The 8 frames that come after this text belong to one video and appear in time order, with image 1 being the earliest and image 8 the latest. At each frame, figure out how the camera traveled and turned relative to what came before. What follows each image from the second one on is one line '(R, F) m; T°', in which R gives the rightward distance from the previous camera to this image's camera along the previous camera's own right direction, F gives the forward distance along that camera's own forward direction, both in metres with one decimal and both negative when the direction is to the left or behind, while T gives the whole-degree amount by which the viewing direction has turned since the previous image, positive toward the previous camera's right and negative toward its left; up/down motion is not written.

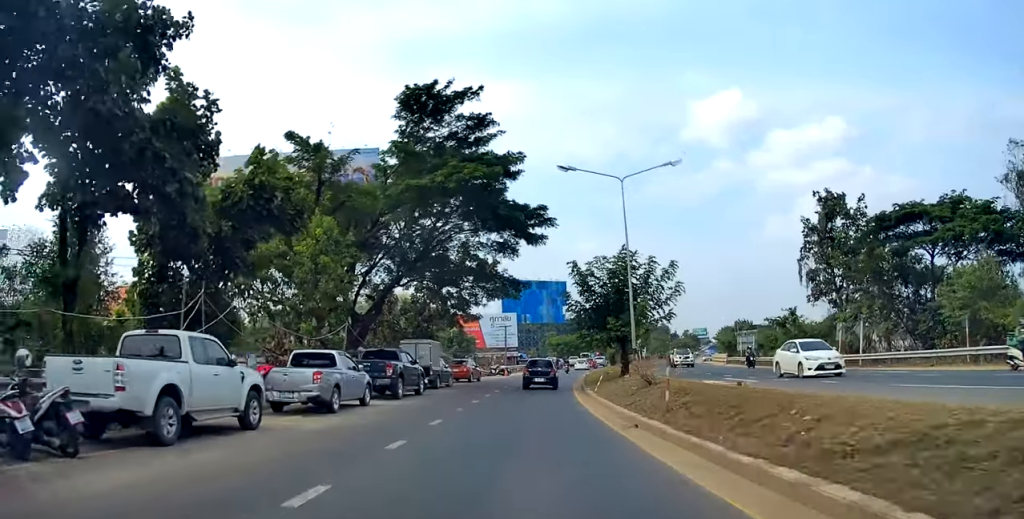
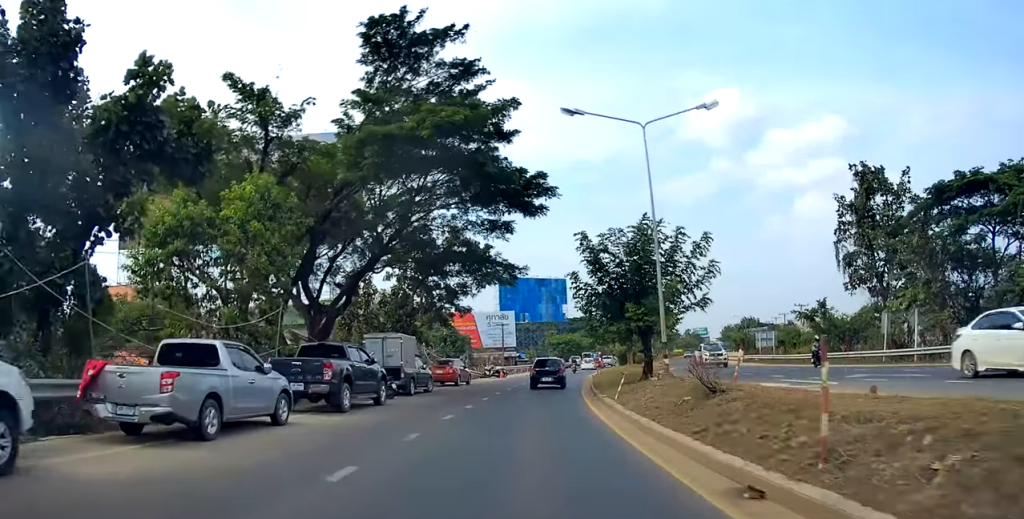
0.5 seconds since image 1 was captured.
(0.0, +6.4) m; 0°
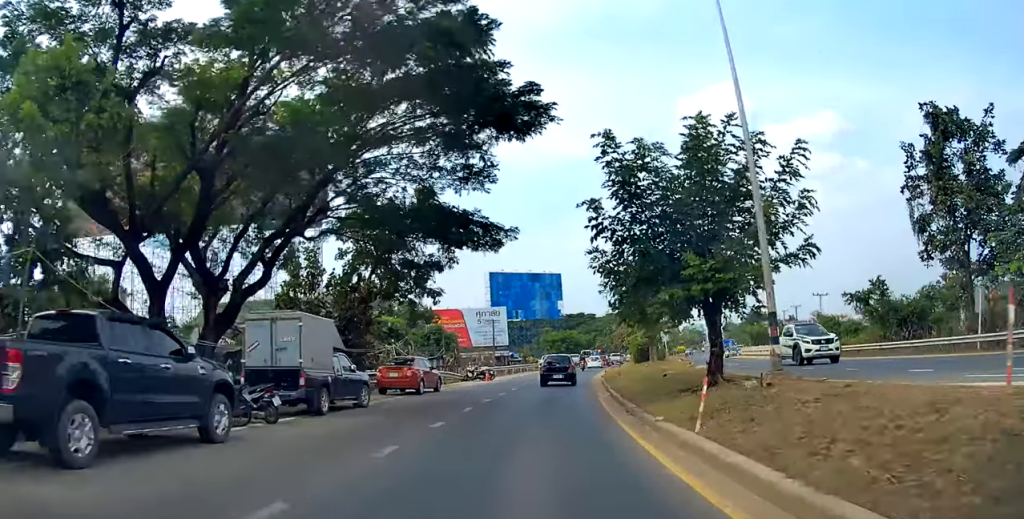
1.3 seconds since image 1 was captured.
(0.0, +9.8) m; +2°
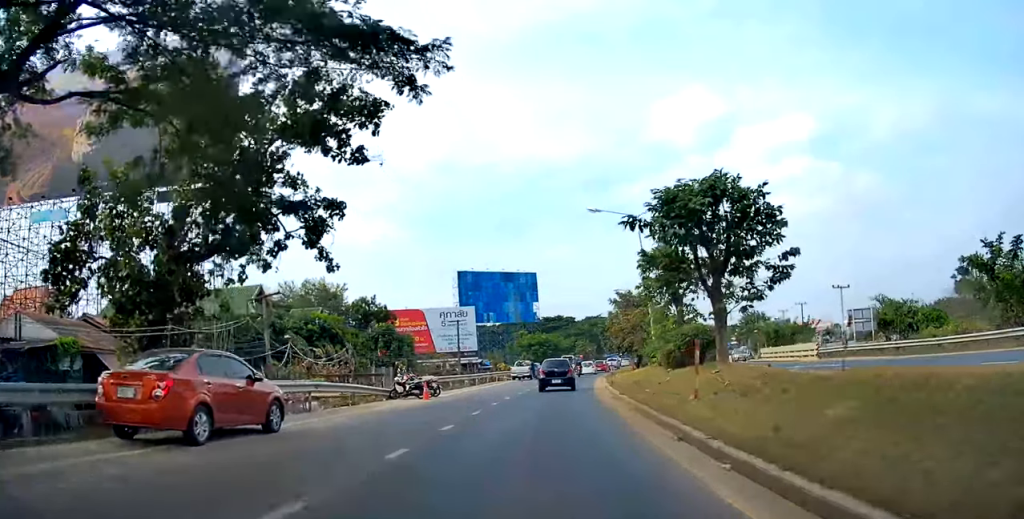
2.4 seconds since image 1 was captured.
(+0.7, +14.7) m; +2°
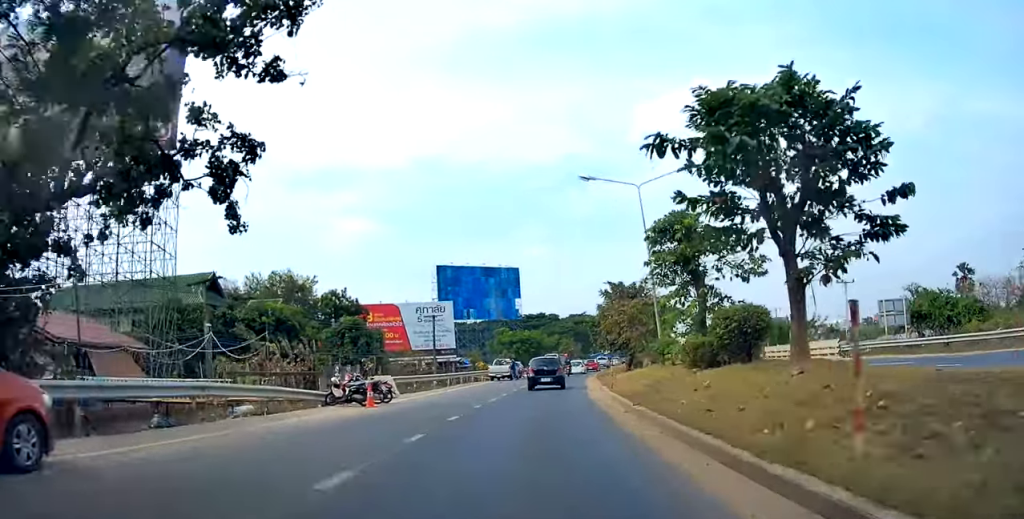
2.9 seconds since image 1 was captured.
(+0.2, +6.2) m; 0°
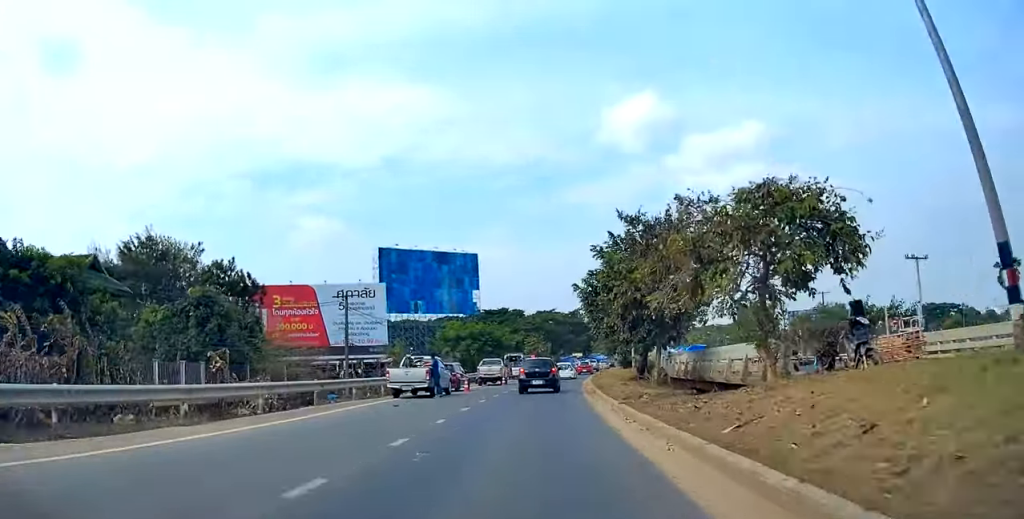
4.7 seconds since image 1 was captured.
(+0.2, +23.6) m; +4°
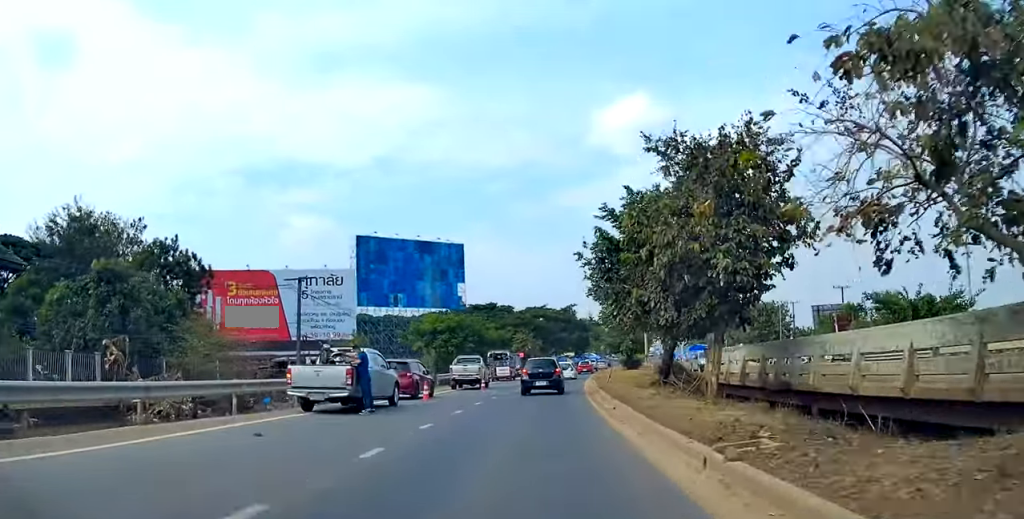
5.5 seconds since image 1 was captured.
(0.0, +9.6) m; 0°
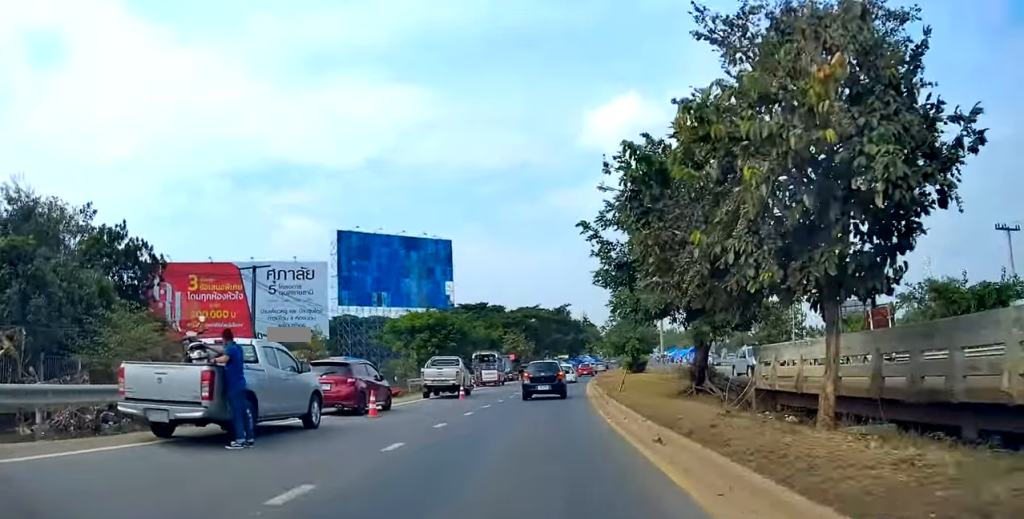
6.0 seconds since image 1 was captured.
(0.0, +6.6) m; 0°
